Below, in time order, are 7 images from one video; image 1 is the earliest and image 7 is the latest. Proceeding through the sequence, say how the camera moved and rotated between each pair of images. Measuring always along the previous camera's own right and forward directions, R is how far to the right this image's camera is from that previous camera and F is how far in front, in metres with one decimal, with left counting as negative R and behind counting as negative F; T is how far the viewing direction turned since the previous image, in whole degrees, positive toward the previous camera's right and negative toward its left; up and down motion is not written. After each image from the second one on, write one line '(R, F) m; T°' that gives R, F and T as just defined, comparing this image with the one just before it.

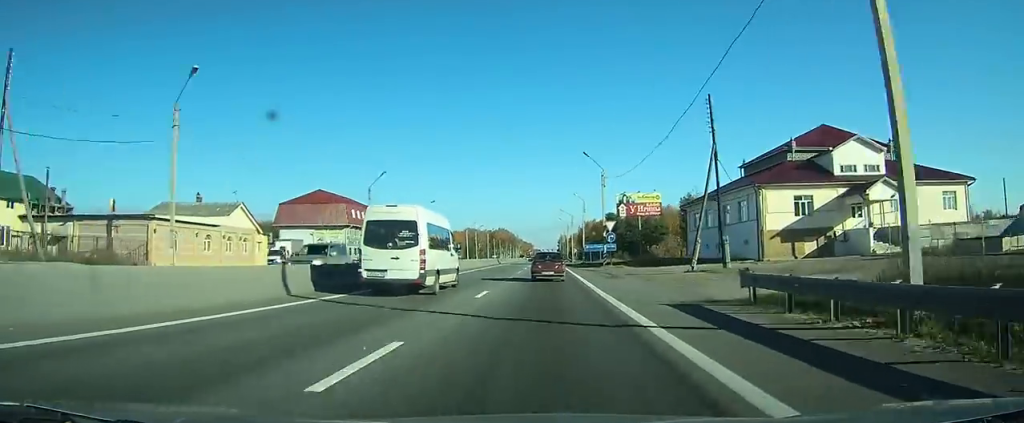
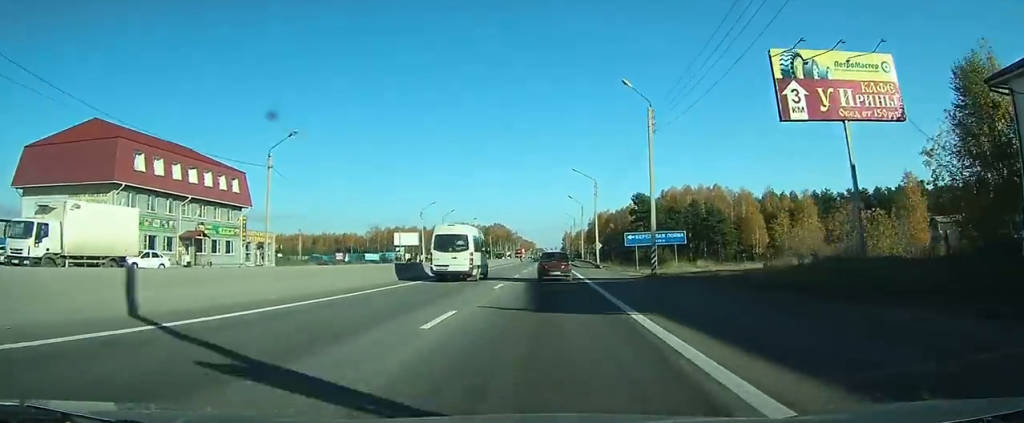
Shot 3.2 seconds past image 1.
(+0.1, +55.3) m; 0°
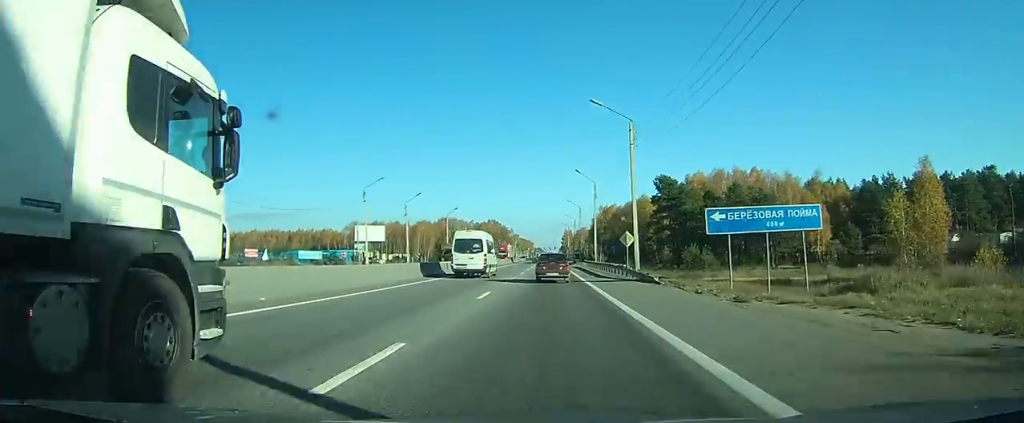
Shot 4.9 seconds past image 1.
(+0.1, +28.0) m; 0°
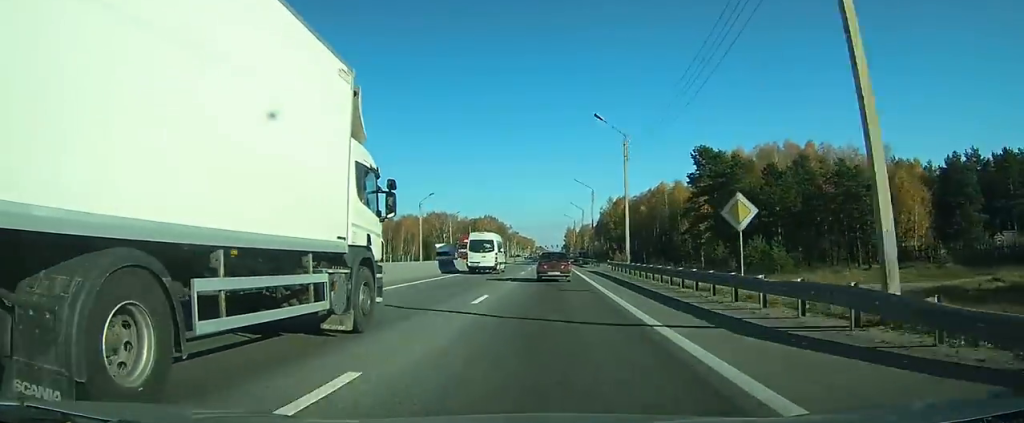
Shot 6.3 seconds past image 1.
(0.0, +24.8) m; 0°
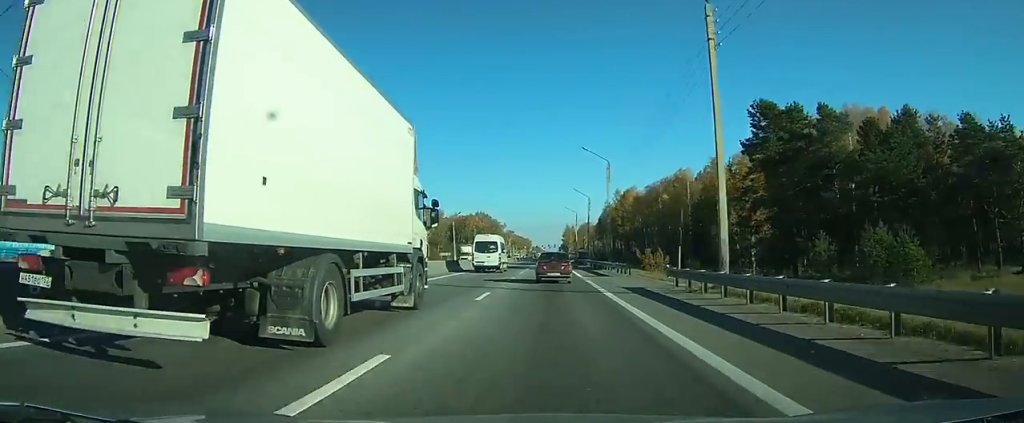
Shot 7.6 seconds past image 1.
(0.0, +23.6) m; 0°
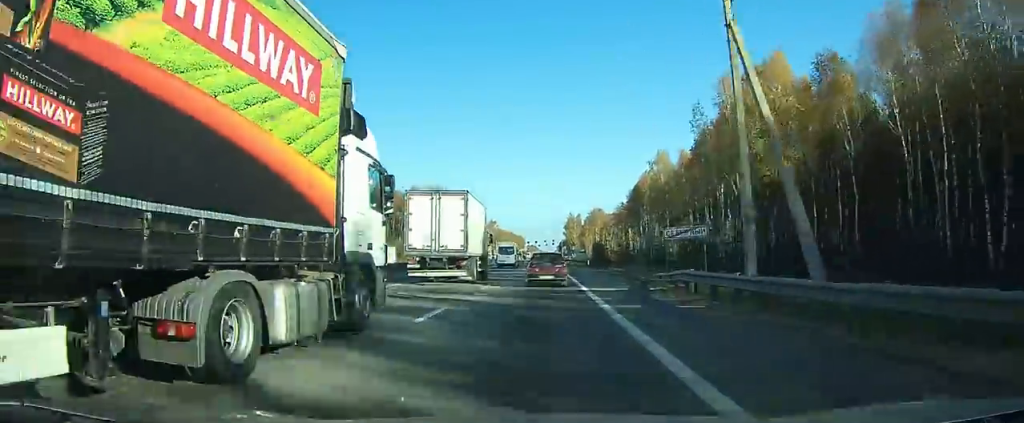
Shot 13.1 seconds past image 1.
(+0.2, +102.6) m; 0°
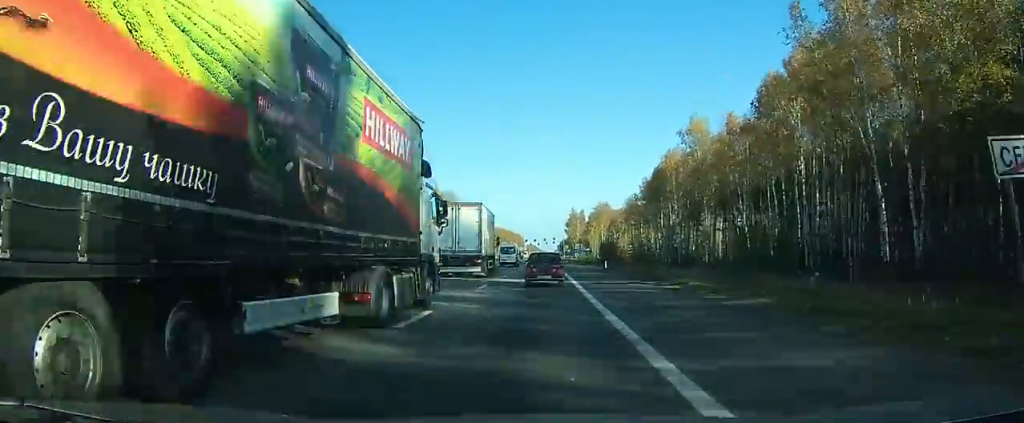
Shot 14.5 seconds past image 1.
(+0.1, +24.0) m; 0°
